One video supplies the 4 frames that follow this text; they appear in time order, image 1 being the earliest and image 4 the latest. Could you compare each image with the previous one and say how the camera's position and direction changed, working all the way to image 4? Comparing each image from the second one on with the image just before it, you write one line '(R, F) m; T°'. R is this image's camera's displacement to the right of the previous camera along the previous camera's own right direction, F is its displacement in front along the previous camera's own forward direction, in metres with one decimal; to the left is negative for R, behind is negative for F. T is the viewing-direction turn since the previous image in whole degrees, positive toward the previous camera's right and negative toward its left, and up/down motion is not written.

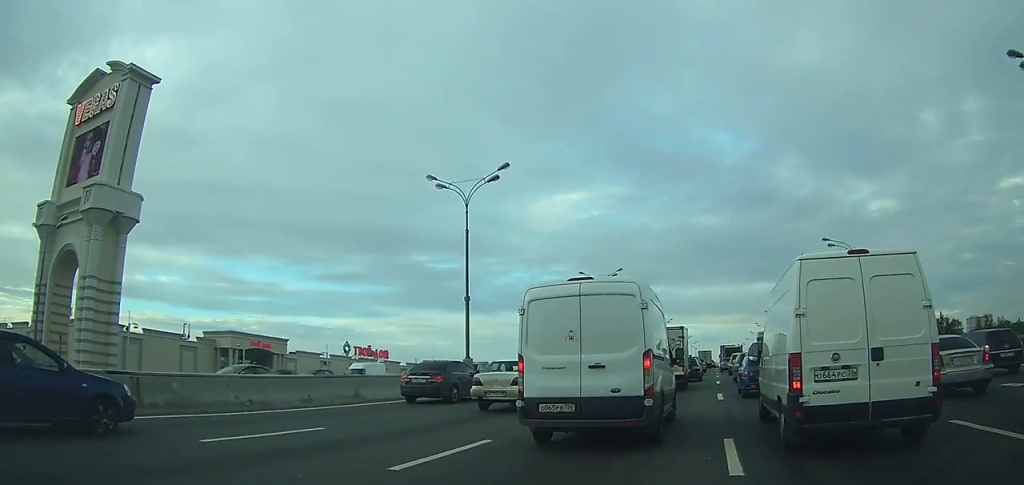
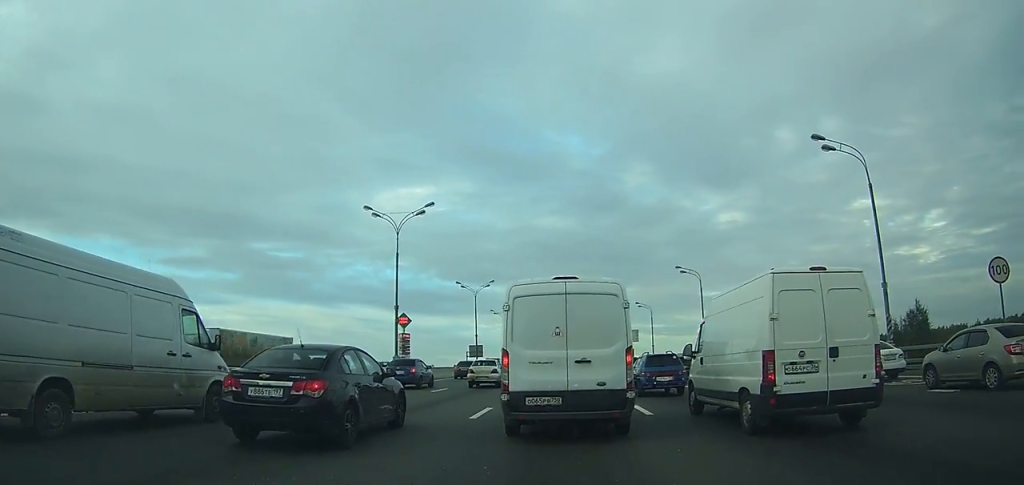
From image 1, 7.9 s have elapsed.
(+3.1, +28.5) m; +9°
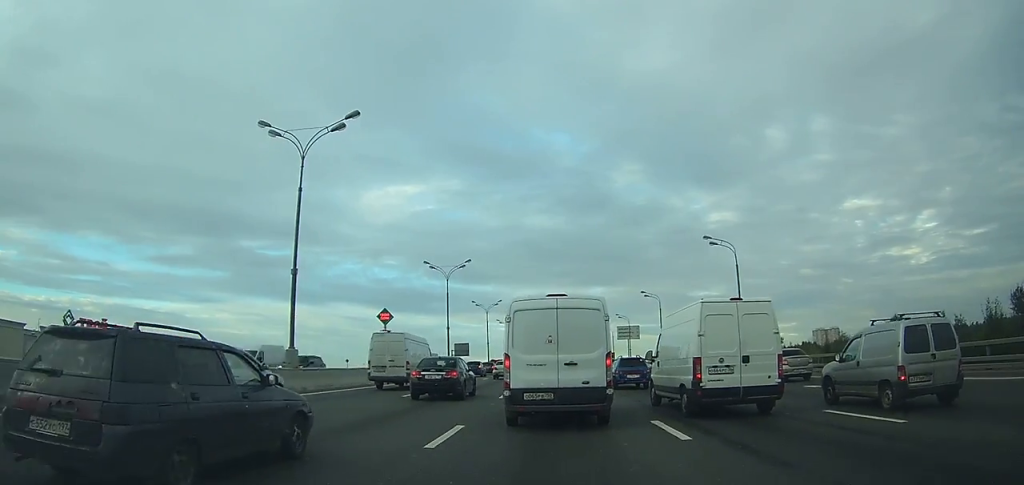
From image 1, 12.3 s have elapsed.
(-0.7, +18.1) m; -3°
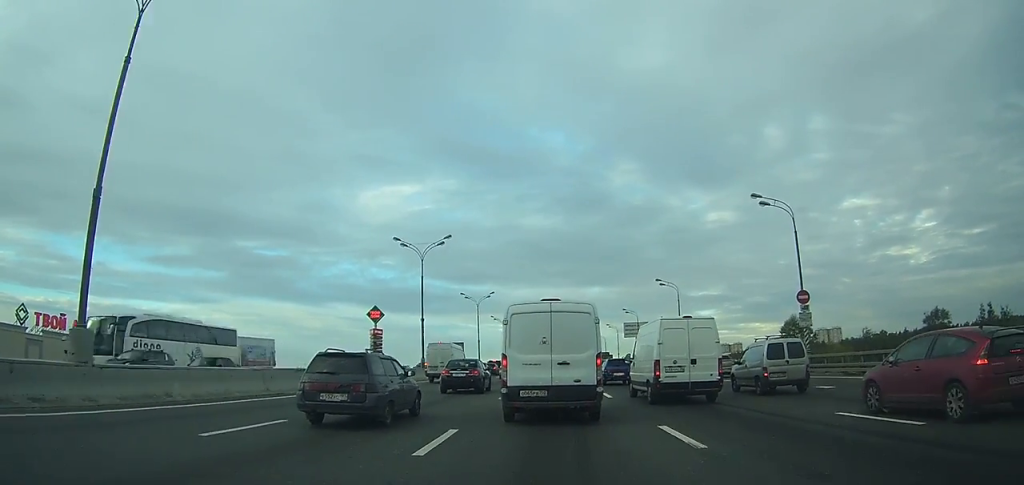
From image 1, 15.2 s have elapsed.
(+0.2, +13.0) m; +2°
